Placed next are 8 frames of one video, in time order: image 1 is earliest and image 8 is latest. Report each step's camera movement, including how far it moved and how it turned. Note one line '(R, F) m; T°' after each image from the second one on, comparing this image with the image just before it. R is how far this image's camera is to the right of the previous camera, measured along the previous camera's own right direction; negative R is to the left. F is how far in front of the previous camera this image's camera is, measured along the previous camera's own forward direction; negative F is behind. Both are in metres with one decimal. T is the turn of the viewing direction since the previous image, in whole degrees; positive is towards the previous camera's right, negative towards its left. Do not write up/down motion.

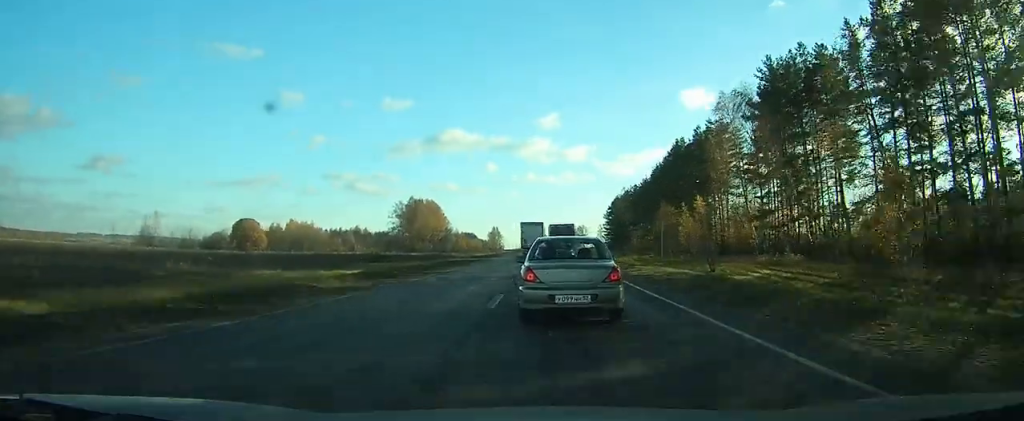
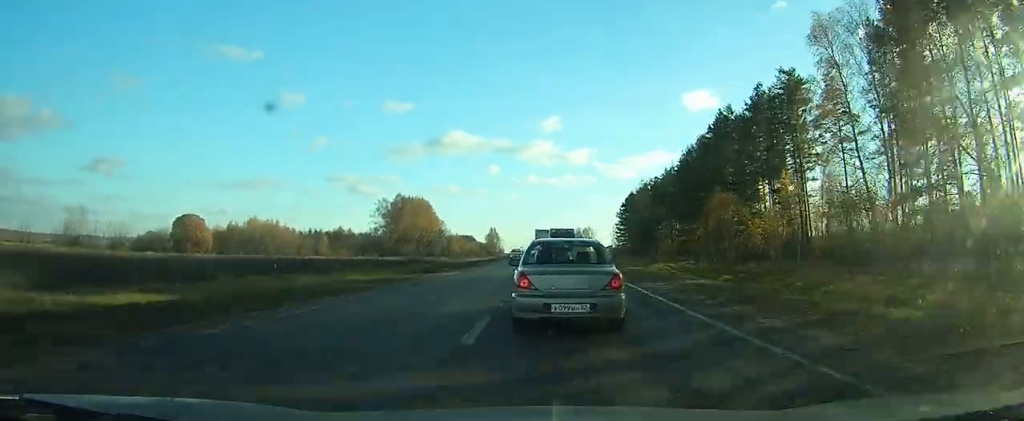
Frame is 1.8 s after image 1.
(-0.1, +31.8) m; -1°
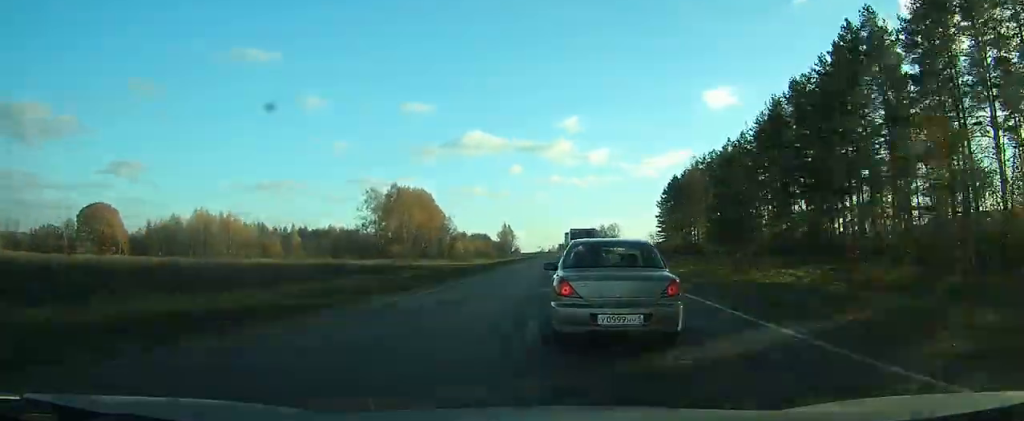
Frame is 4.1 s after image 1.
(-0.7, +37.2) m; -1°
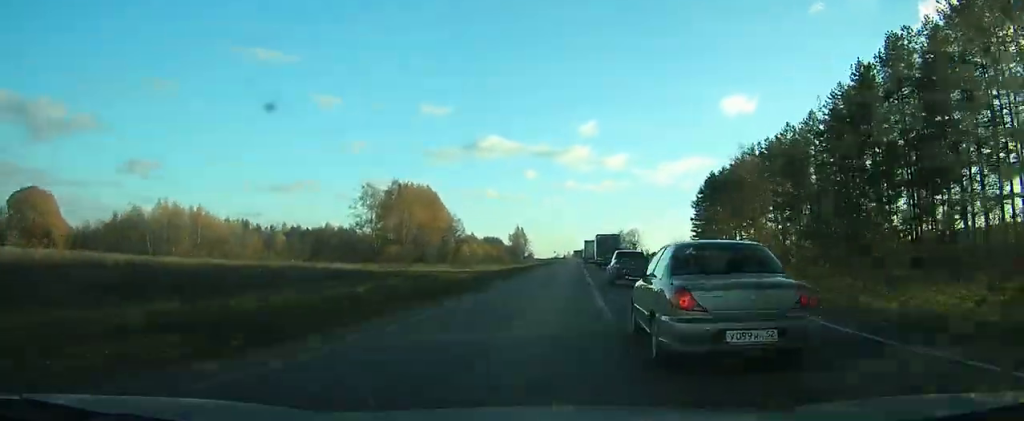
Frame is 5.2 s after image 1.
(0.0, +19.5) m; 0°
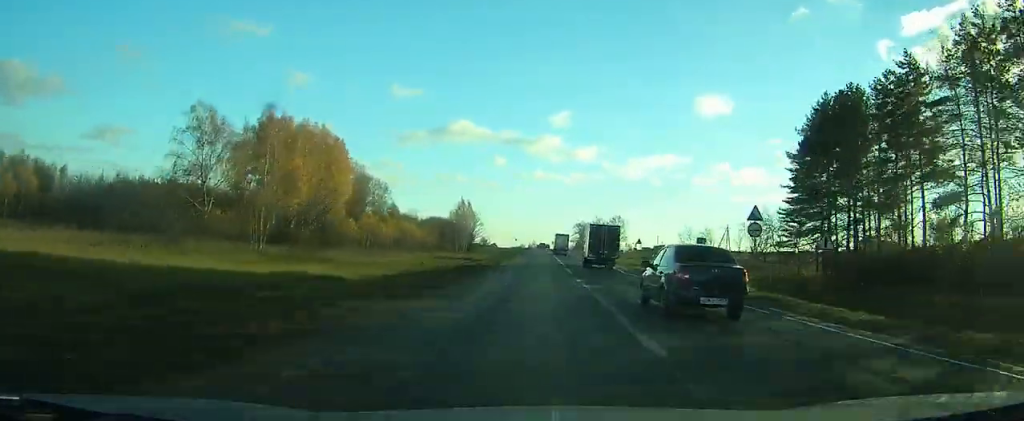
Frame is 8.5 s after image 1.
(+0.7, +65.8) m; +1°
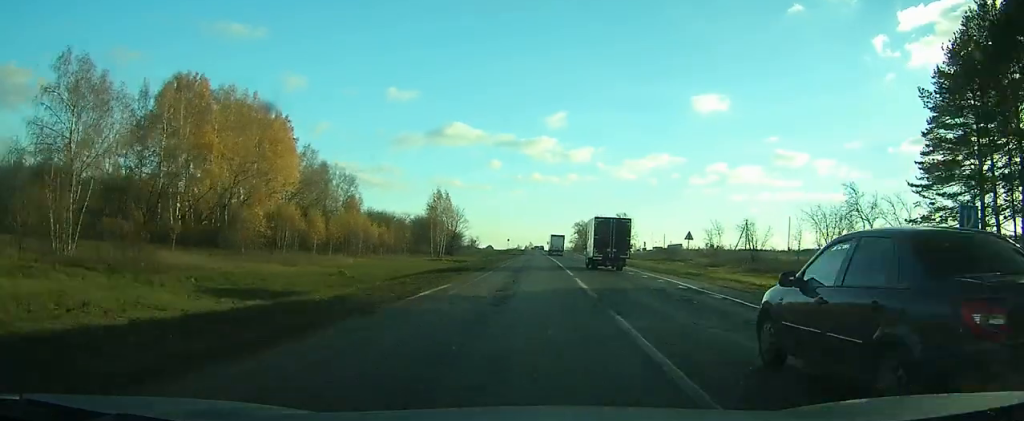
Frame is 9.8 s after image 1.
(+0.1, +27.2) m; +1°
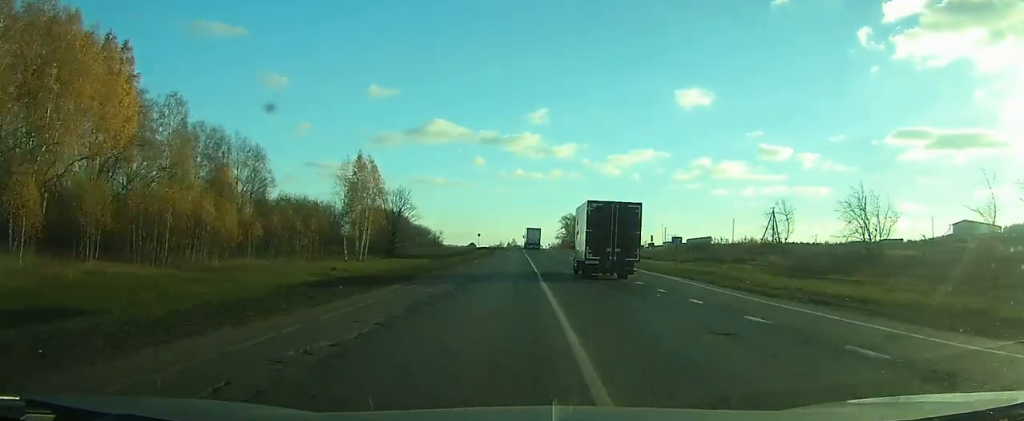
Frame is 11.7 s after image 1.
(+0.4, +39.1) m; +1°
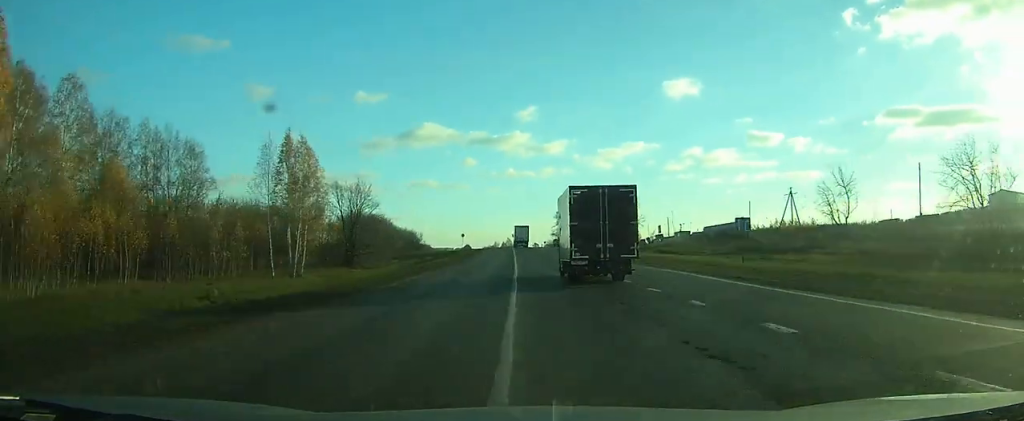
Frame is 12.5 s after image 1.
(0.0, +17.3) m; 0°
